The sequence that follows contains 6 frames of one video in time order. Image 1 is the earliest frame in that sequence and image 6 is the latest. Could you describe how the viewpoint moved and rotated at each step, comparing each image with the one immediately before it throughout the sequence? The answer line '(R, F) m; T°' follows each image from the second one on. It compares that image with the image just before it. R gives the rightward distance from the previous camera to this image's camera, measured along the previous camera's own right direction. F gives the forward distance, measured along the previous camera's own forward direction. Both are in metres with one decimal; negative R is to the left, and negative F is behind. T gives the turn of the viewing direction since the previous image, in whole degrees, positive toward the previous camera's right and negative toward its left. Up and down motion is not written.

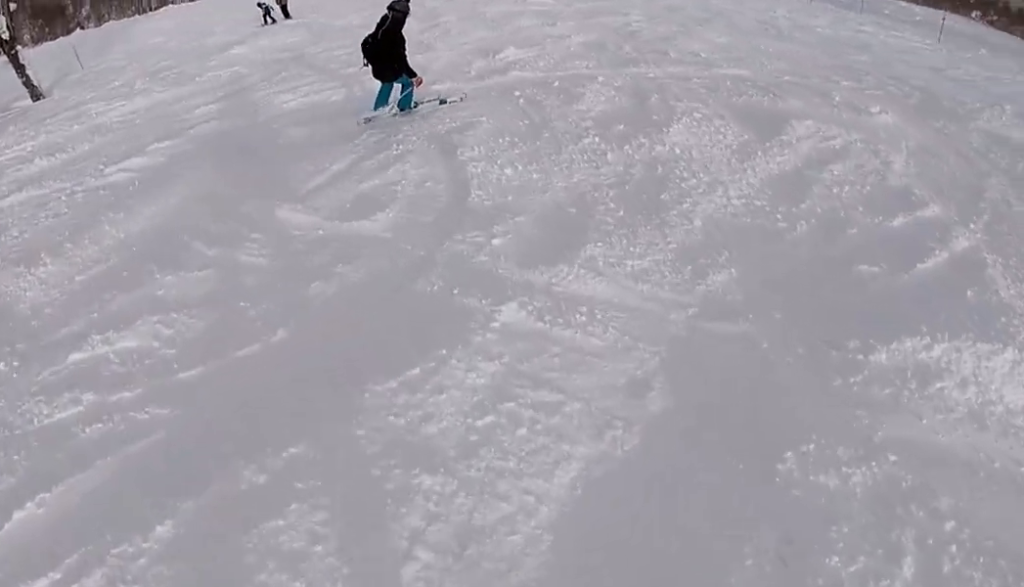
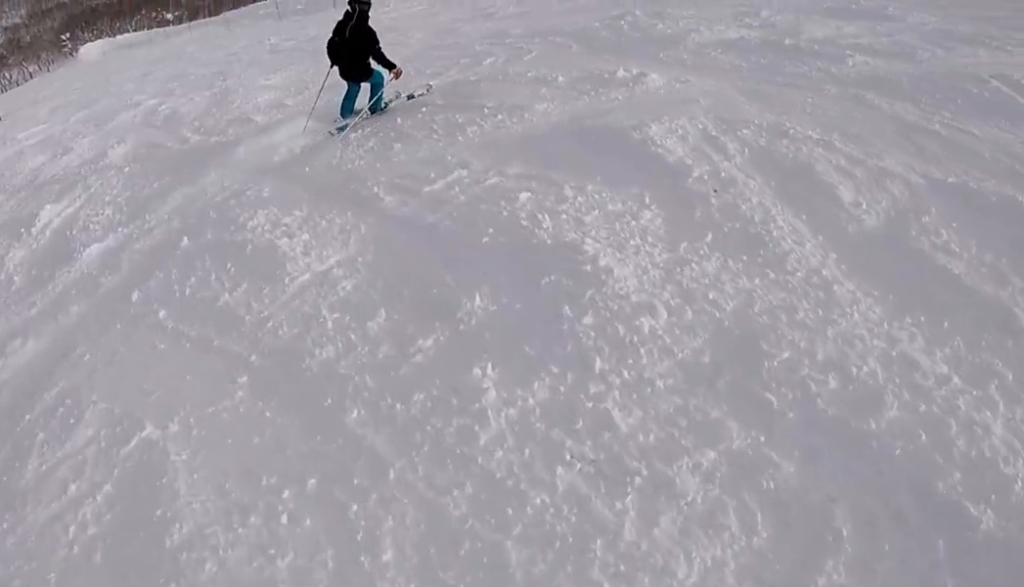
(0.0, +4.5) m; +1°
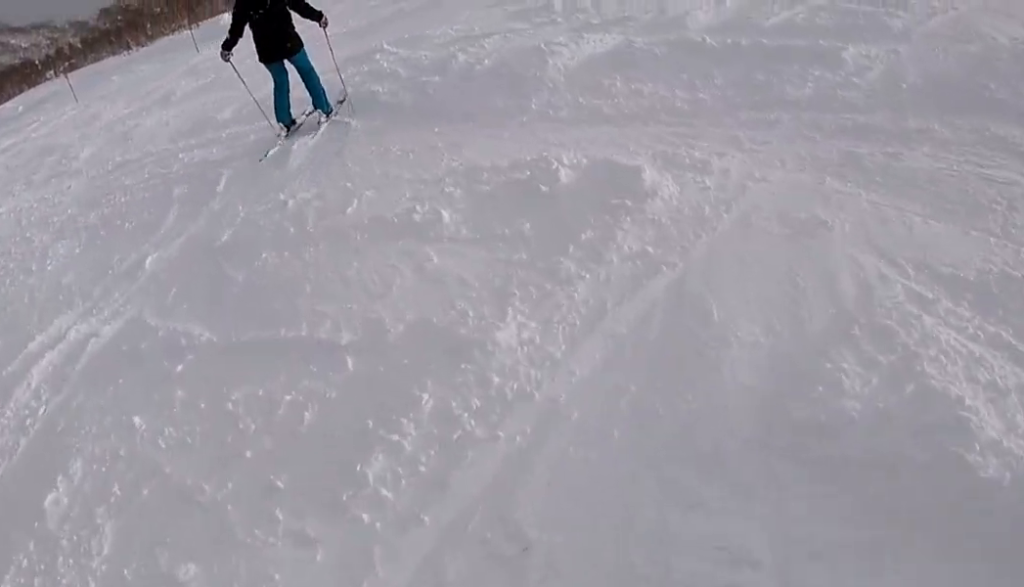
(+0.1, +3.2) m; +21°
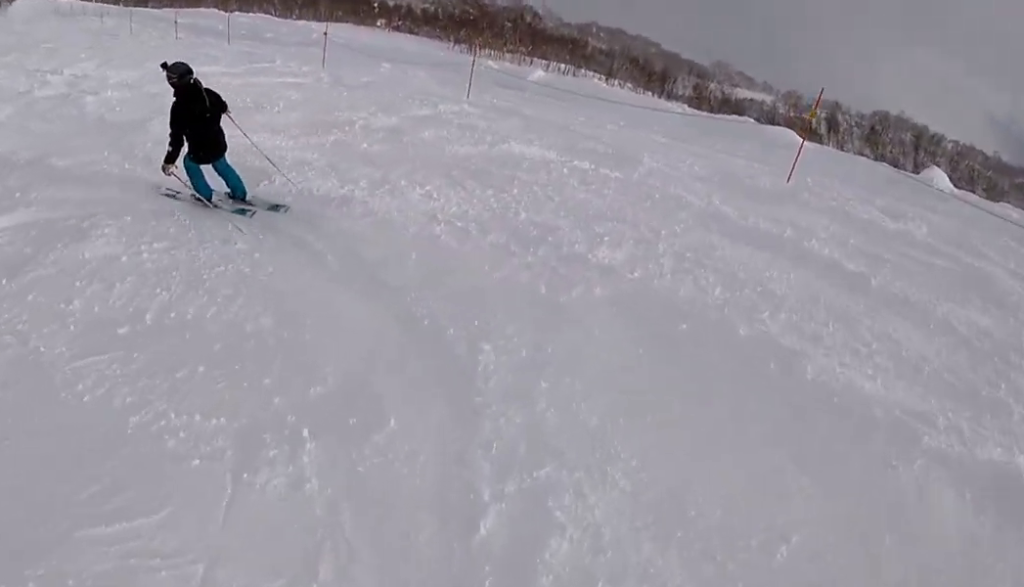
(+3.5, +5.4) m; +57°
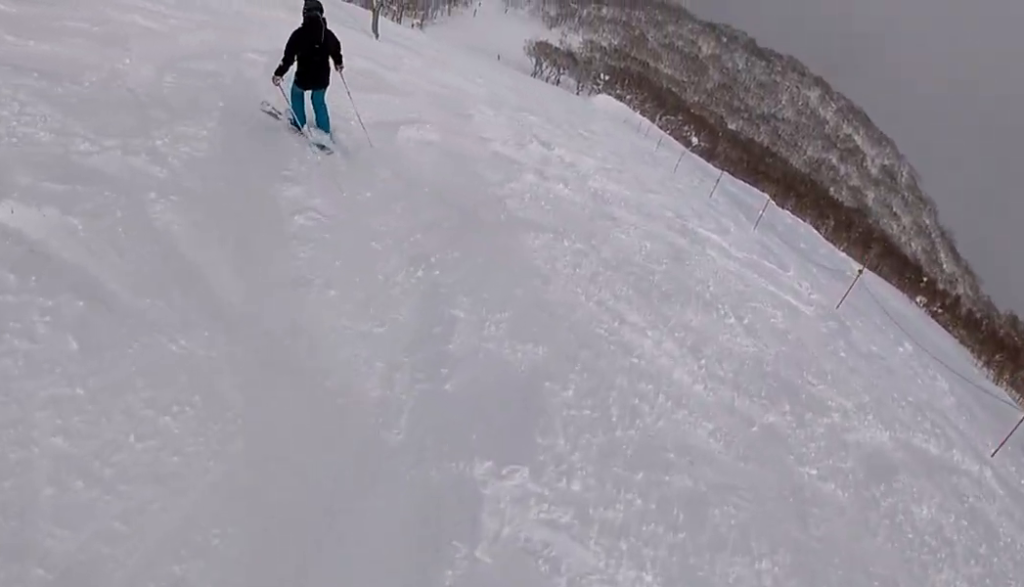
(+0.9, +4.3) m; +9°
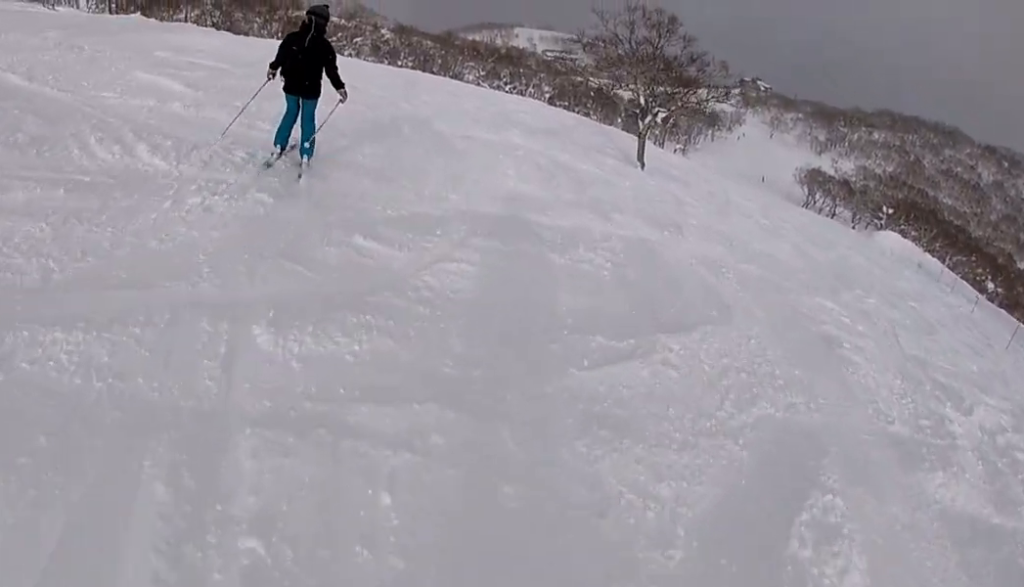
(-1.6, +6.0) m; -45°
